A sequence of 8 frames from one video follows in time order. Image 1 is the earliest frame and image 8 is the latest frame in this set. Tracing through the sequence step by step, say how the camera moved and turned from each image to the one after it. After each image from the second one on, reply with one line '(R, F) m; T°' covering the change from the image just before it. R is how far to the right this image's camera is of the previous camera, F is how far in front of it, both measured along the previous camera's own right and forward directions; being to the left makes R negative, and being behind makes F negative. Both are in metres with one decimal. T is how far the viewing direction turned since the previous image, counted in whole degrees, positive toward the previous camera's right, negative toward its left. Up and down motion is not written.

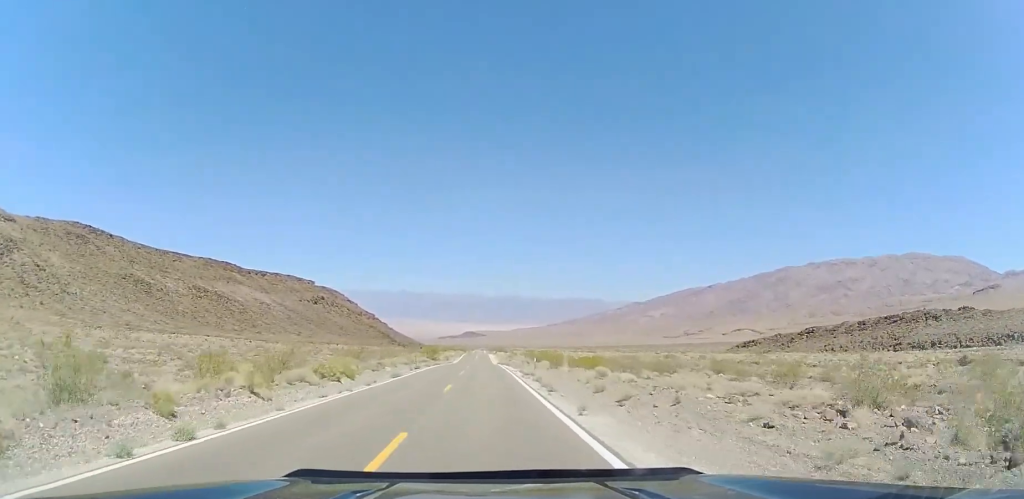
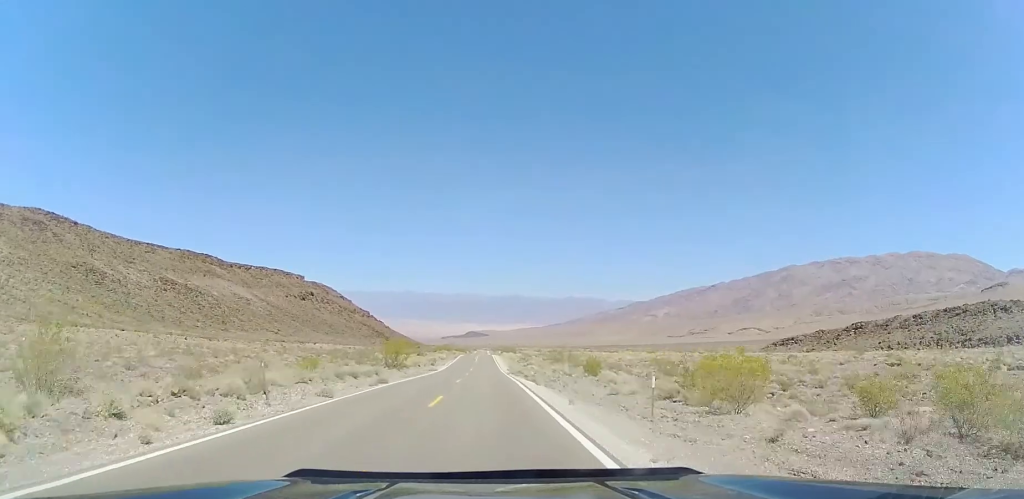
(+0.2, +35.2) m; 0°
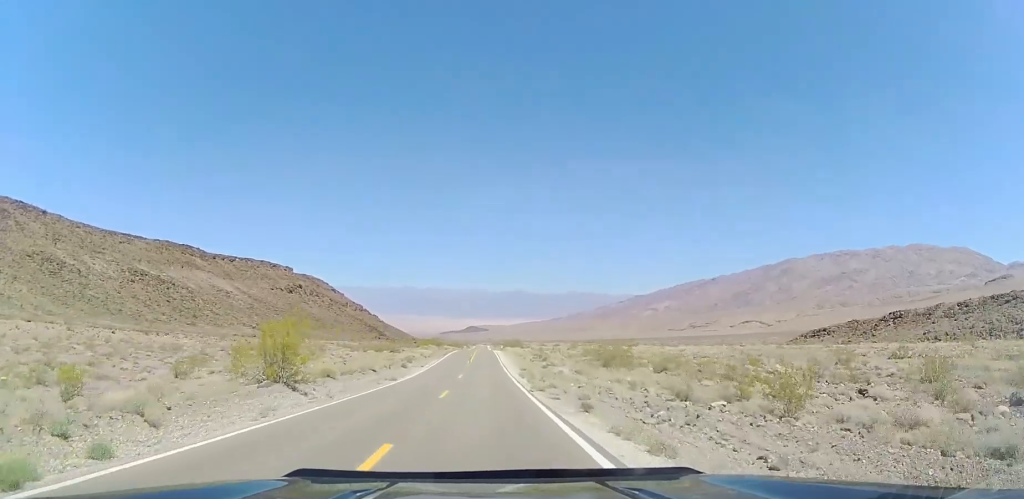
(-0.1, +24.9) m; 0°
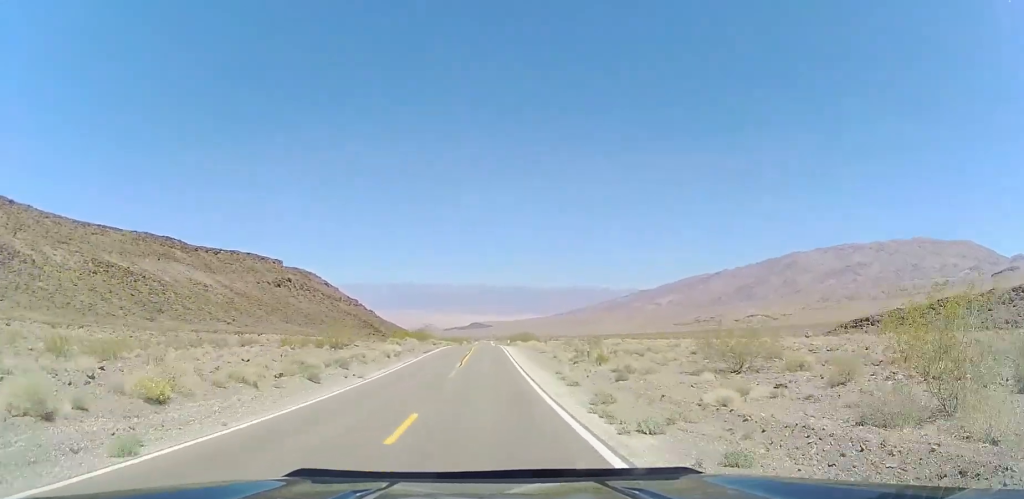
(+0.3, +25.4) m; 0°
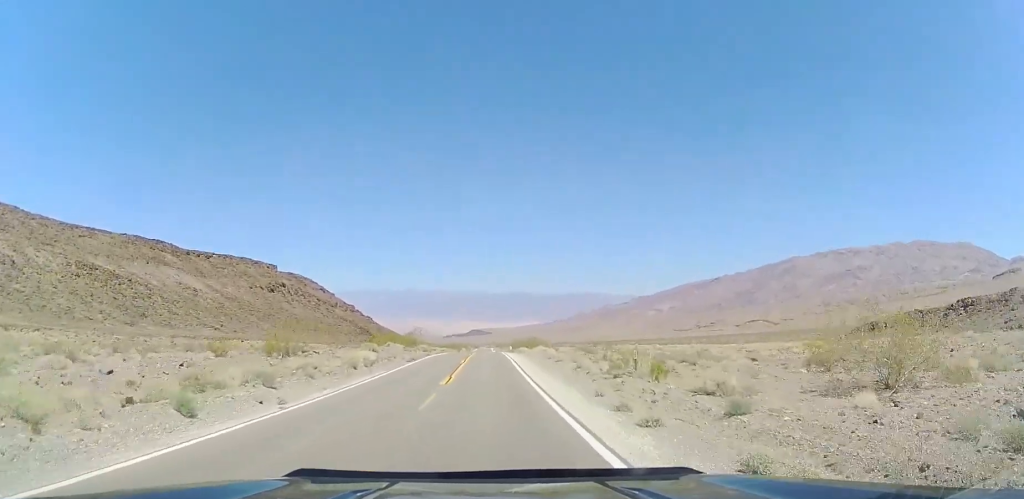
(+0.2, +9.7) m; -1°
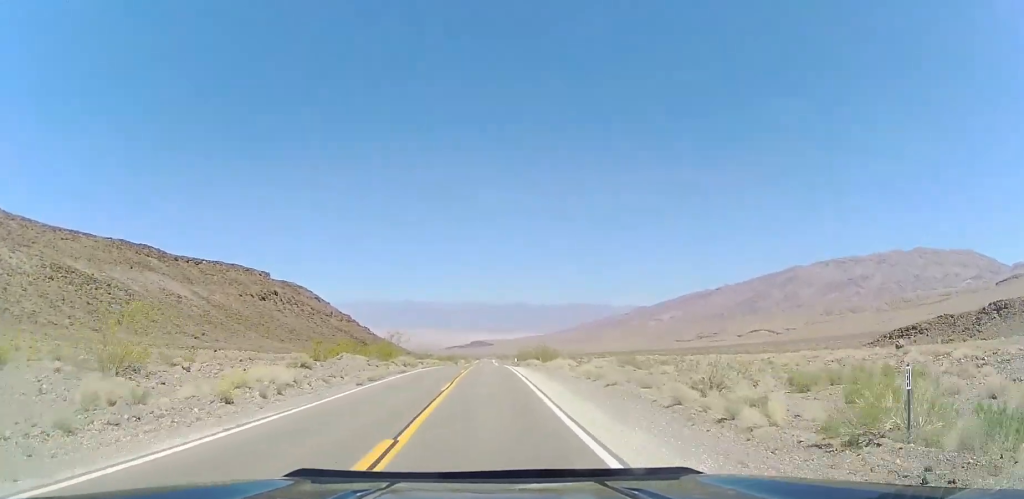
(-0.3, +14.5) m; -1°
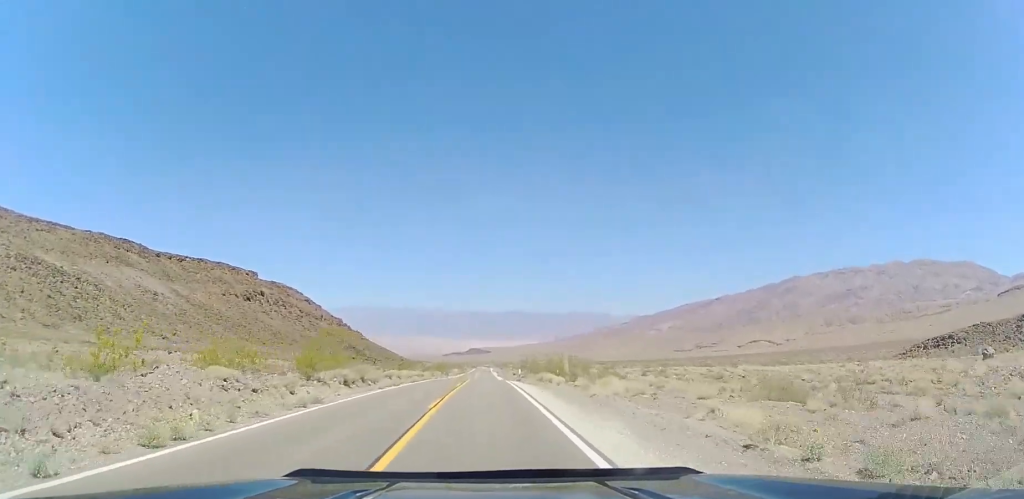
(-0.2, +17.8) m; 0°
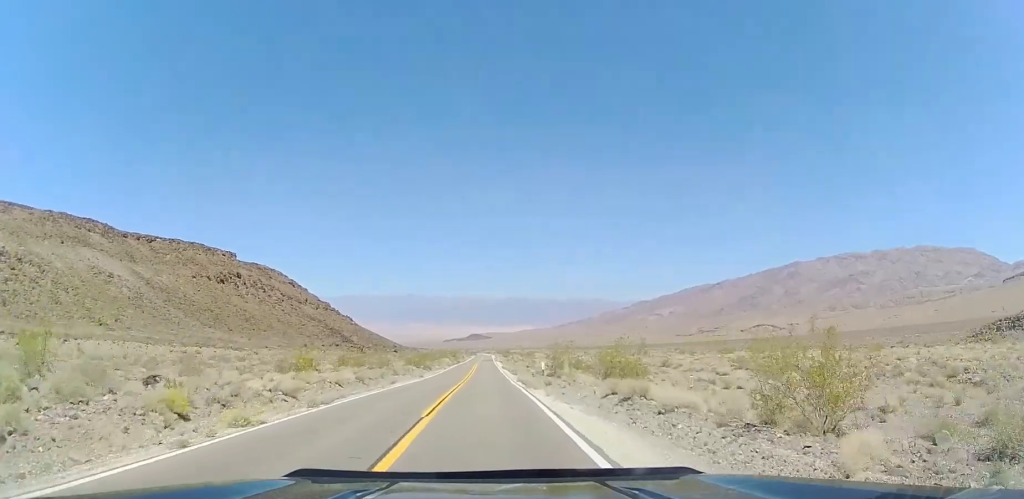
(+0.6, +31.1) m; +1°
